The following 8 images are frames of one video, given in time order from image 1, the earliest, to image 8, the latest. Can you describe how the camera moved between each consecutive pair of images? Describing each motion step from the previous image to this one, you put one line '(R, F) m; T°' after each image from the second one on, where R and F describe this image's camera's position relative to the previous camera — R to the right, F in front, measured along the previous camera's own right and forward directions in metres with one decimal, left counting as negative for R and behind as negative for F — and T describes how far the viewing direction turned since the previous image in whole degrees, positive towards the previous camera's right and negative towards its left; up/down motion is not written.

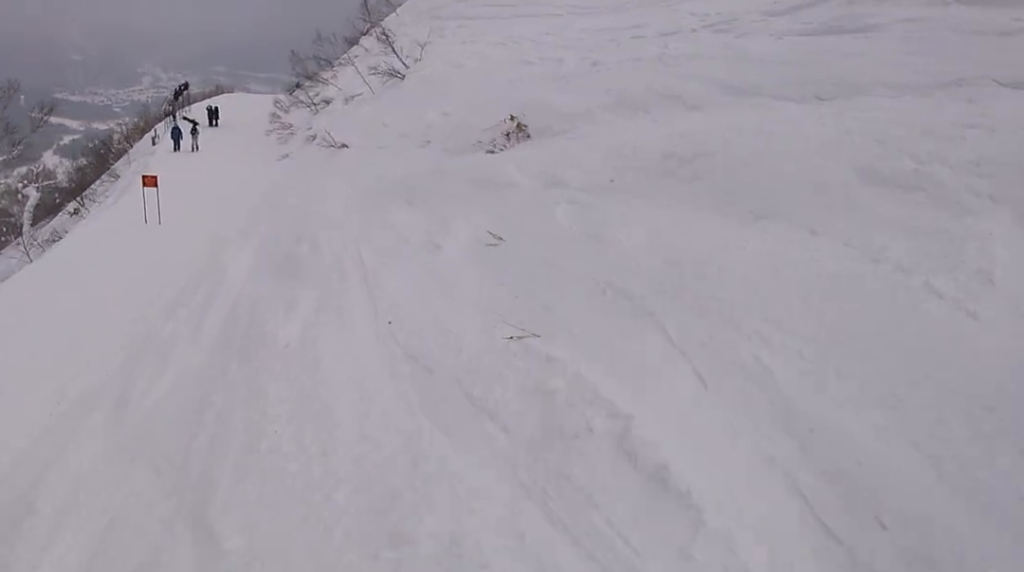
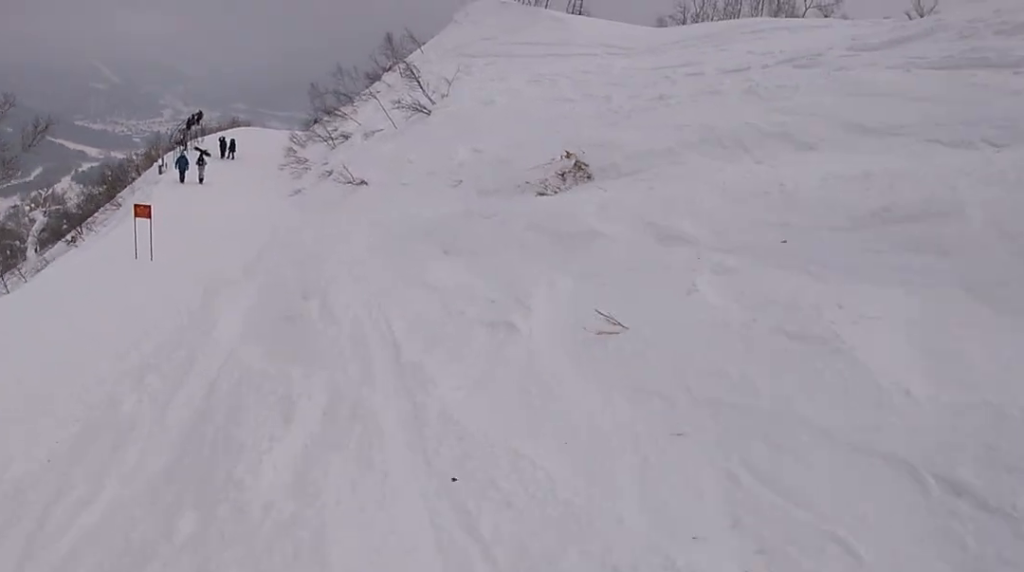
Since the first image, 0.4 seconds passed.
(-0.2, +2.7) m; +4°
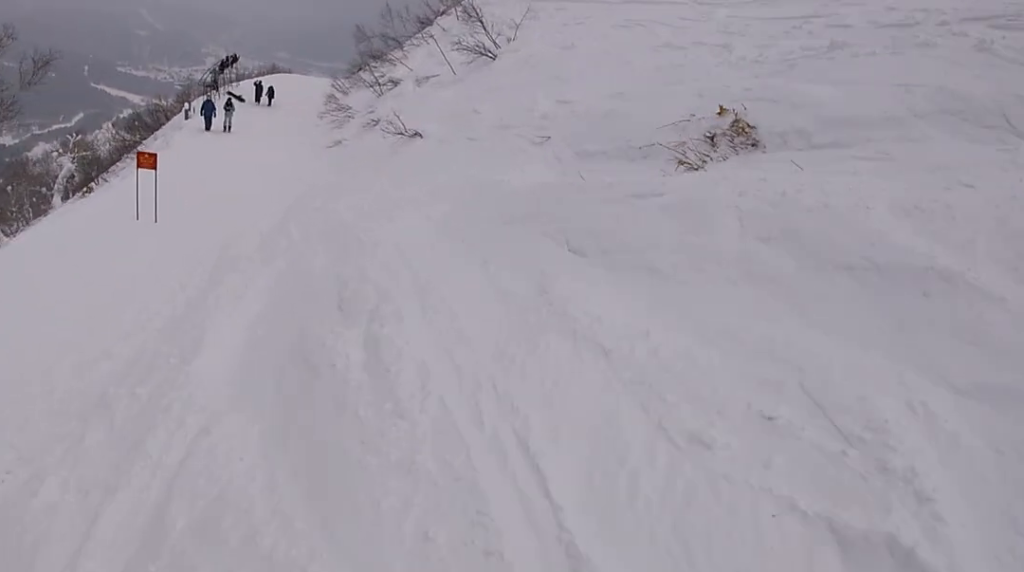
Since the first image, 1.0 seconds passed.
(+0.5, +3.9) m; +1°
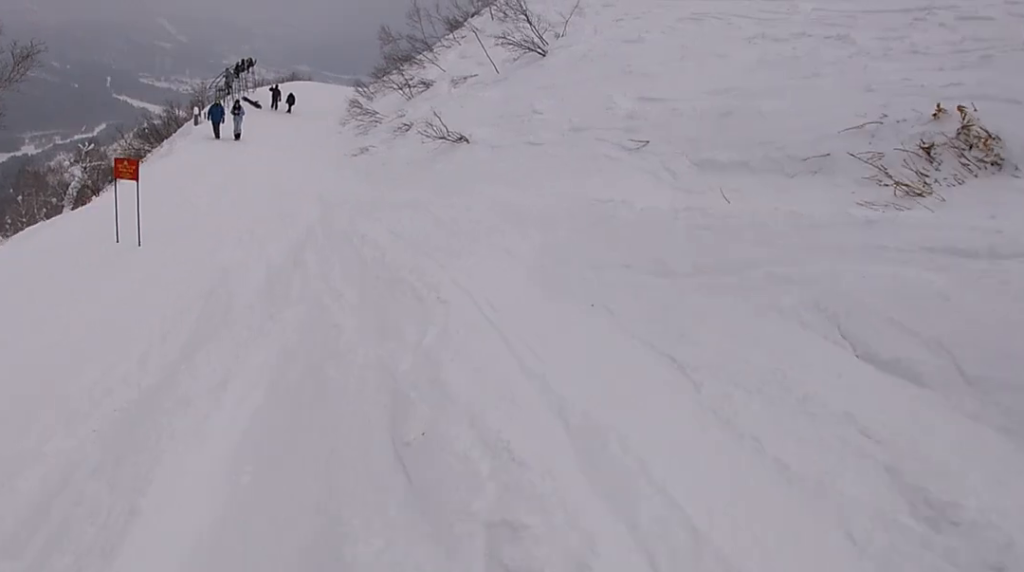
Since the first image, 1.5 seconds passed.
(+0.3, +3.2) m; +1°
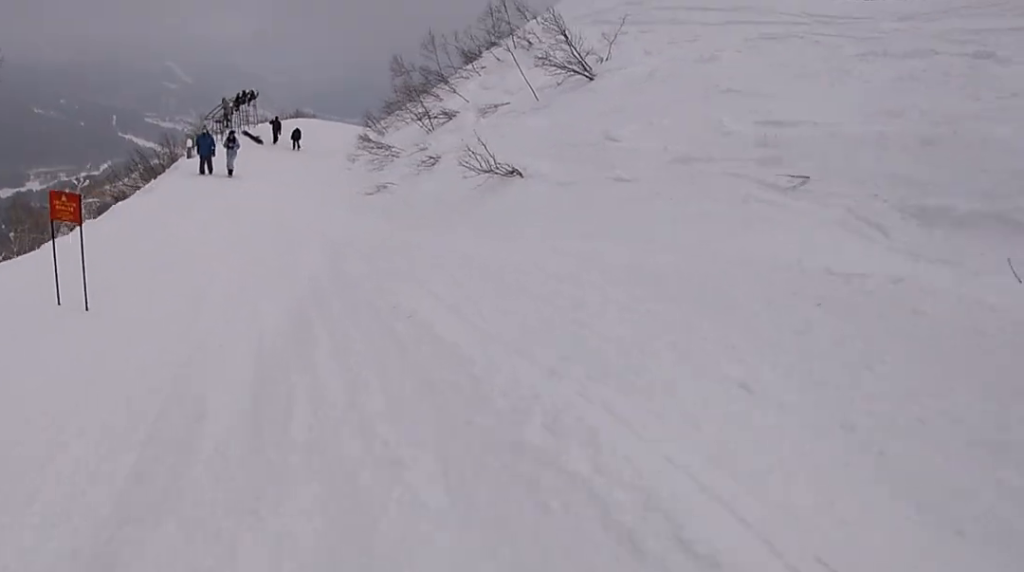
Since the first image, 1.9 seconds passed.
(-0.3, +3.5) m; -4°
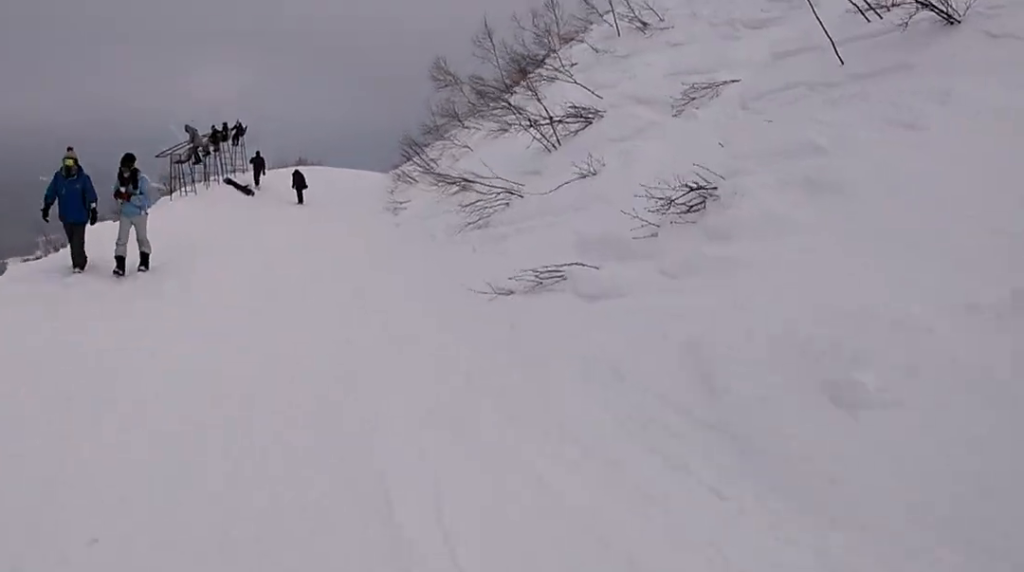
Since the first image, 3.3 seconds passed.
(-0.9, +10.7) m; -4°
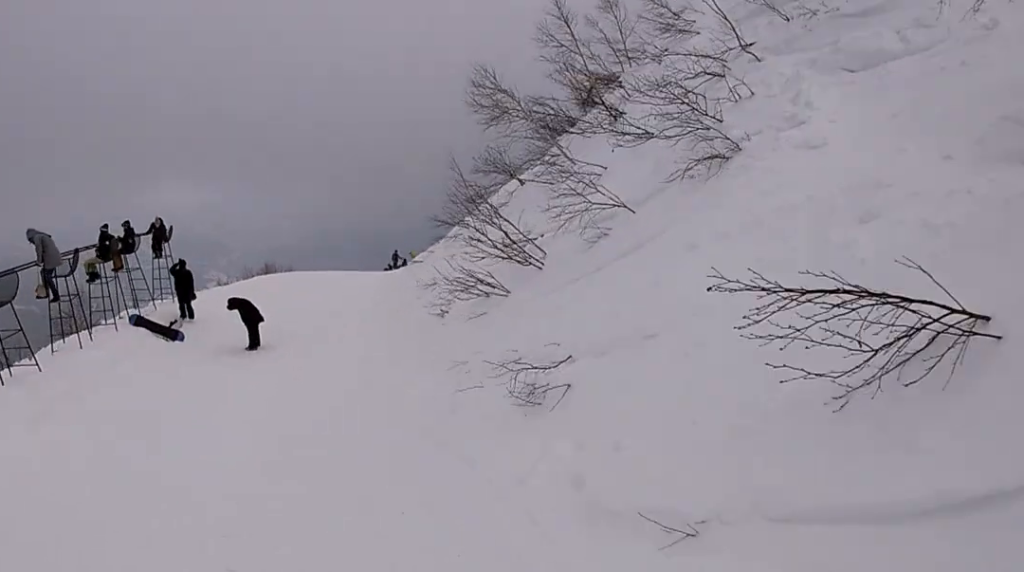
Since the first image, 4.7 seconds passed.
(+0.9, +11.4) m; +6°
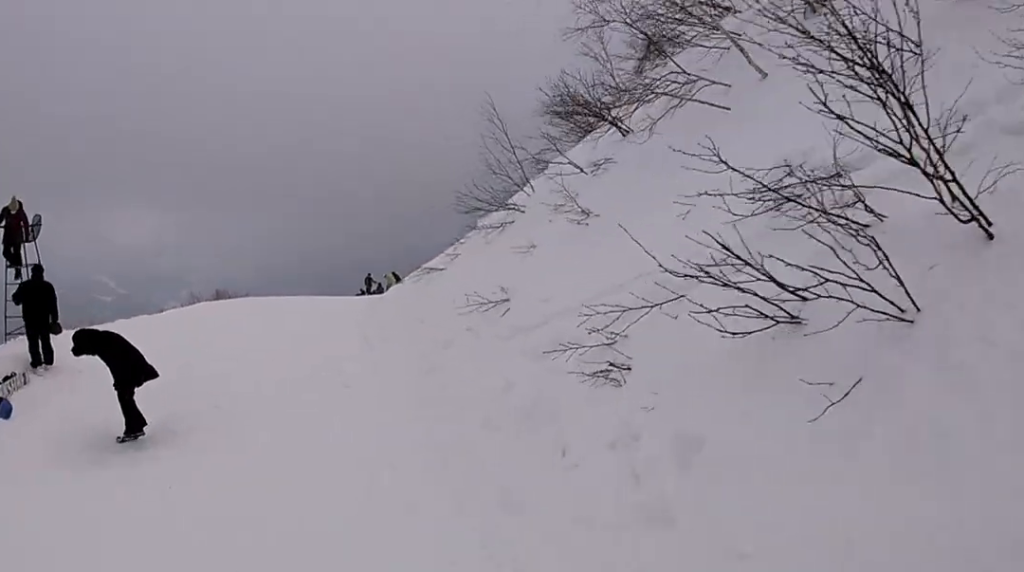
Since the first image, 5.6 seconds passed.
(+0.2, +6.7) m; -6°
